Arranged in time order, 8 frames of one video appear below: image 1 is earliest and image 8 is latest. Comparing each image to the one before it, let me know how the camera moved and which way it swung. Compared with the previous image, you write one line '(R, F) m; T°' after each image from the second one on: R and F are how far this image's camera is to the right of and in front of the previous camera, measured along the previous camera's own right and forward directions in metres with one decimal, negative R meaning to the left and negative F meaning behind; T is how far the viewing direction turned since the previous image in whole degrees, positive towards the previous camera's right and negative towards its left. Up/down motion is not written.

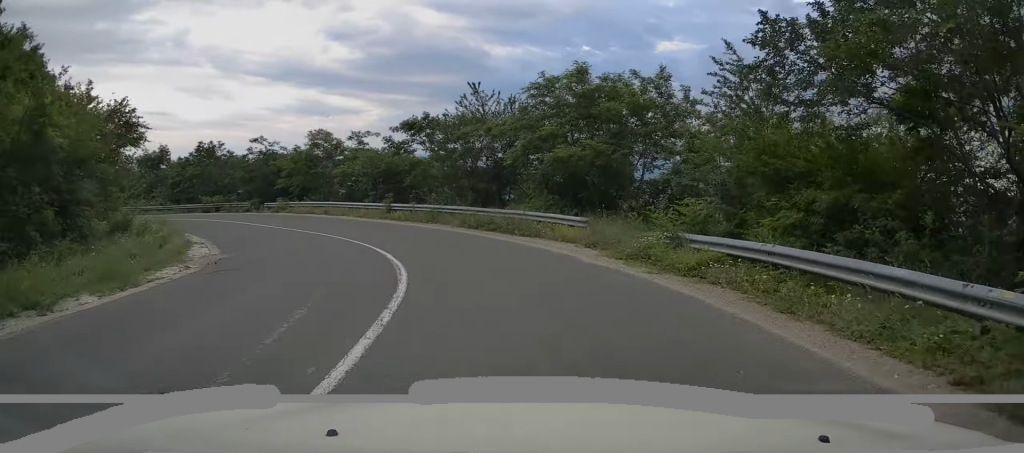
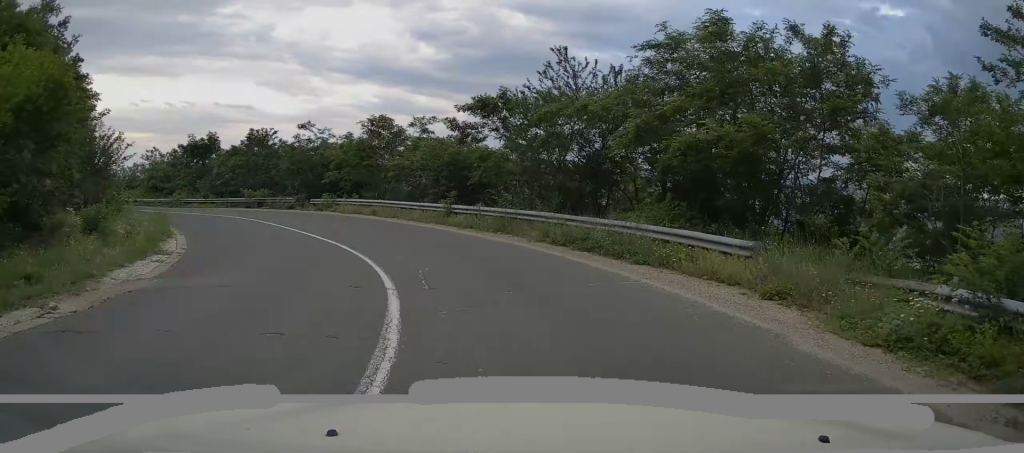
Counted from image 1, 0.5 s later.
(-0.7, +6.0) m; -8°
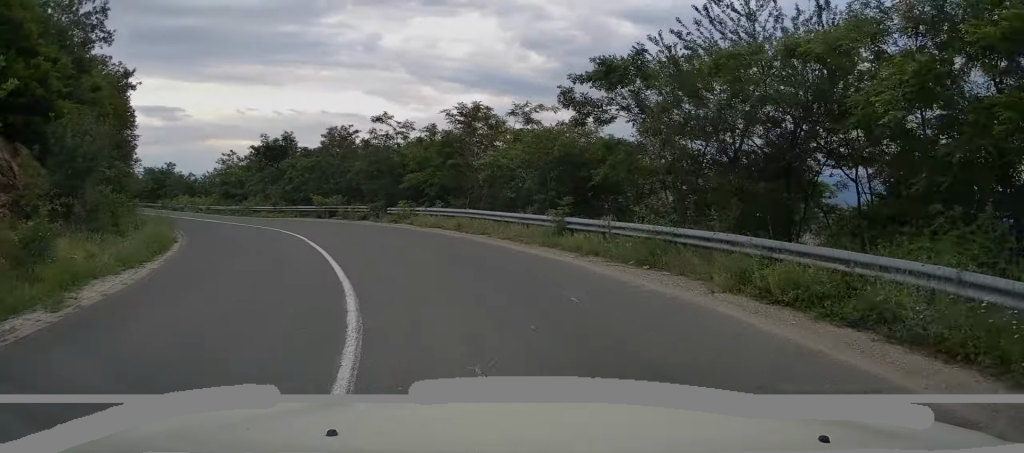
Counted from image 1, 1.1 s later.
(-0.2, +6.7) m; -10°
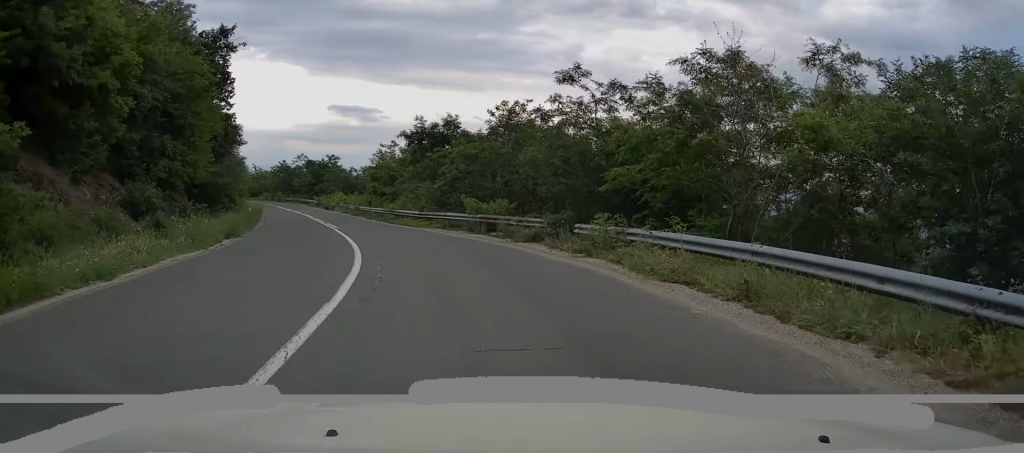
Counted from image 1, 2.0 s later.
(-1.8, +11.1) m; -17°
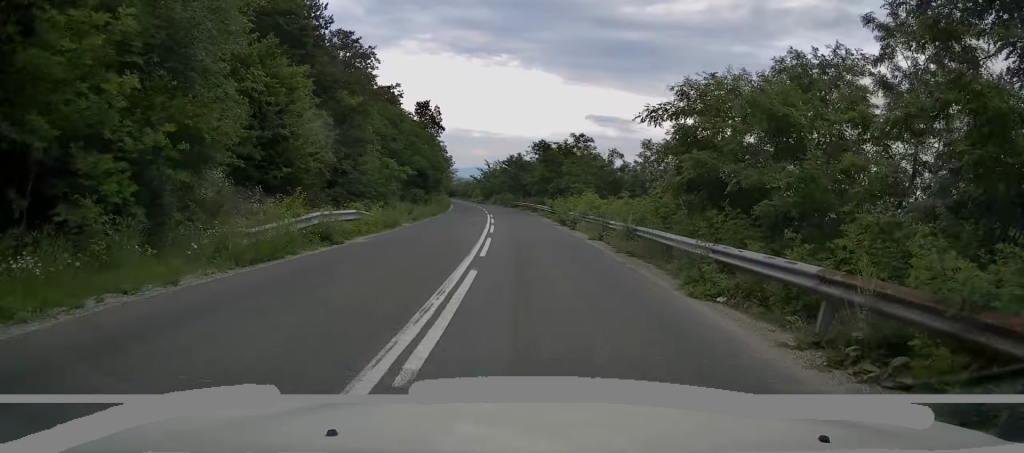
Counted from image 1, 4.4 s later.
(-7.3, +28.3) m; -21°
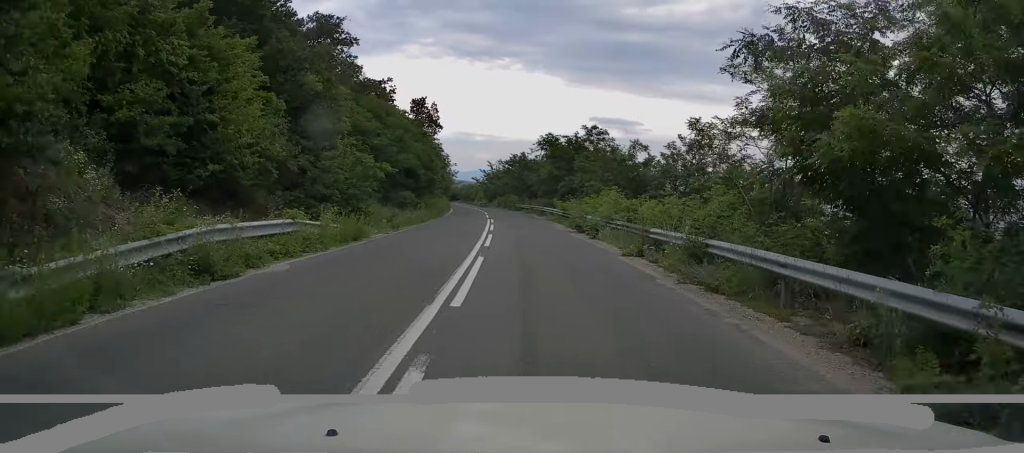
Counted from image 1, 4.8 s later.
(-0.3, +5.7) m; -1°
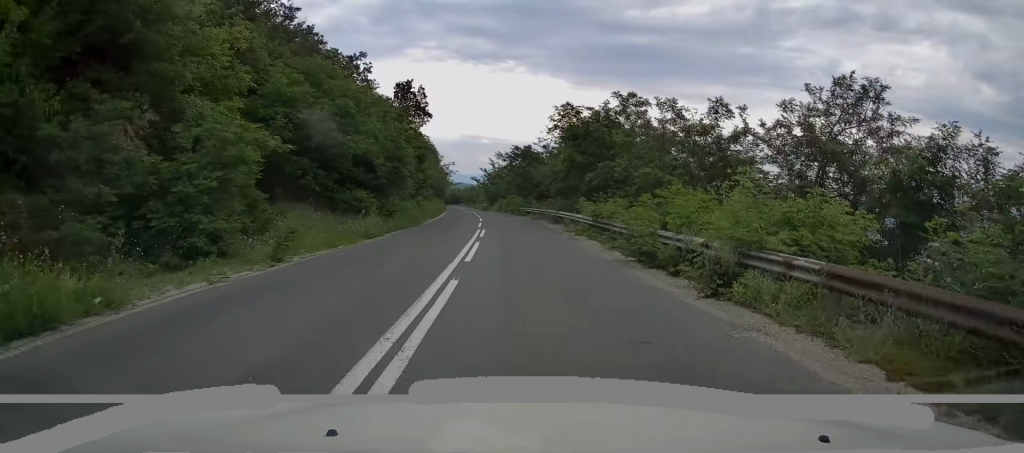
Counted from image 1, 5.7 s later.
(+0.3, +12.5) m; 0°
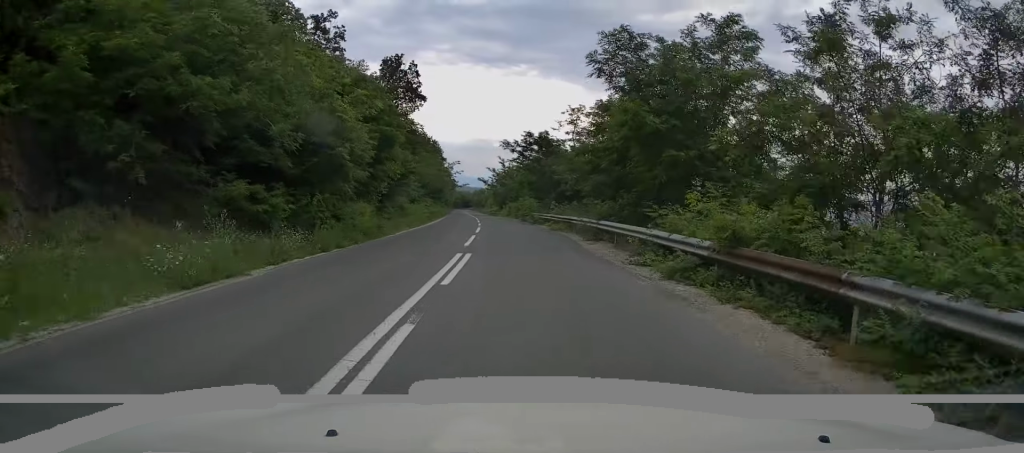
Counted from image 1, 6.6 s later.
(-0.1, +12.3) m; -2°
